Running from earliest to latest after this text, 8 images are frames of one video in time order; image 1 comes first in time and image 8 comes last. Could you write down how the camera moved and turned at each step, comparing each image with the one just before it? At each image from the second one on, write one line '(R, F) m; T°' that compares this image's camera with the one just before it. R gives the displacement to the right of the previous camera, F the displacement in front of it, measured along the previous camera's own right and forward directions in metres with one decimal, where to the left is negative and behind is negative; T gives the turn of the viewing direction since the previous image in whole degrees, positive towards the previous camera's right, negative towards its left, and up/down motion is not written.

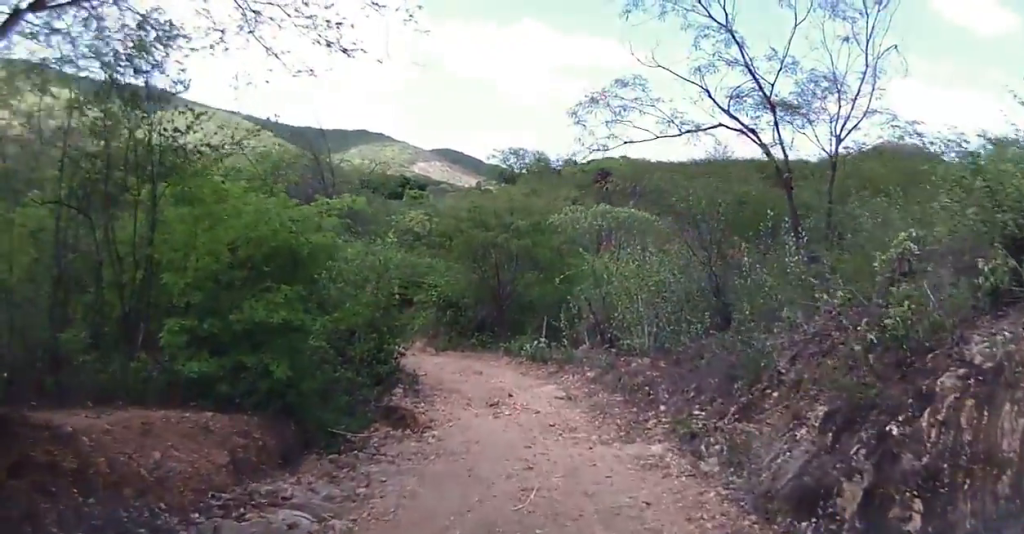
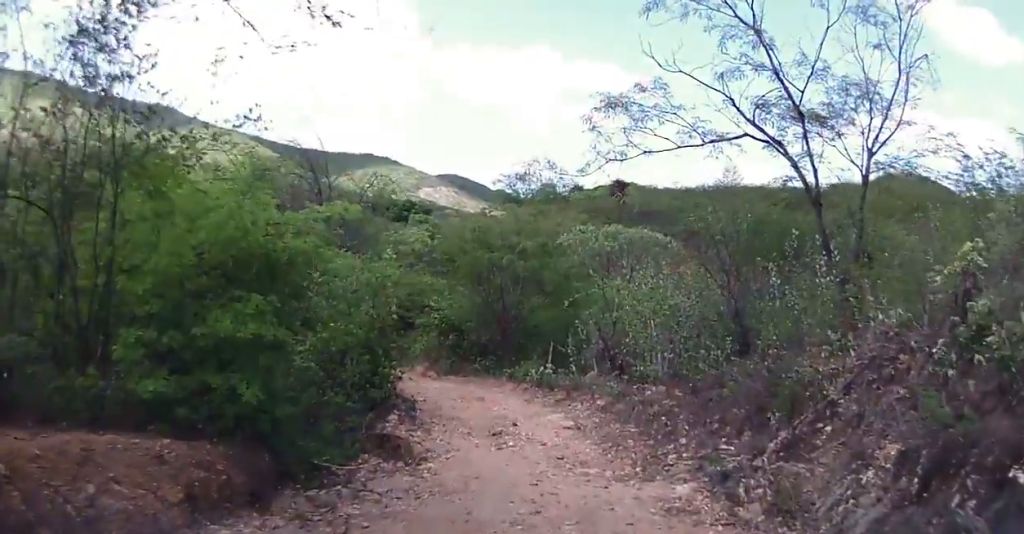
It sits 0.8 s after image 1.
(0.0, +1.0) m; 0°
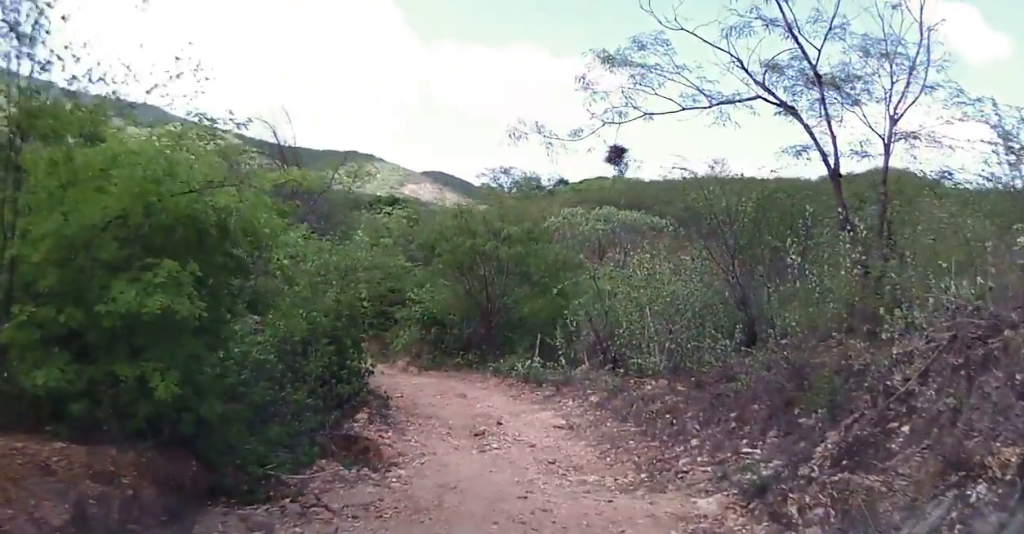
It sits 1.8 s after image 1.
(-0.1, +1.3) m; 0°
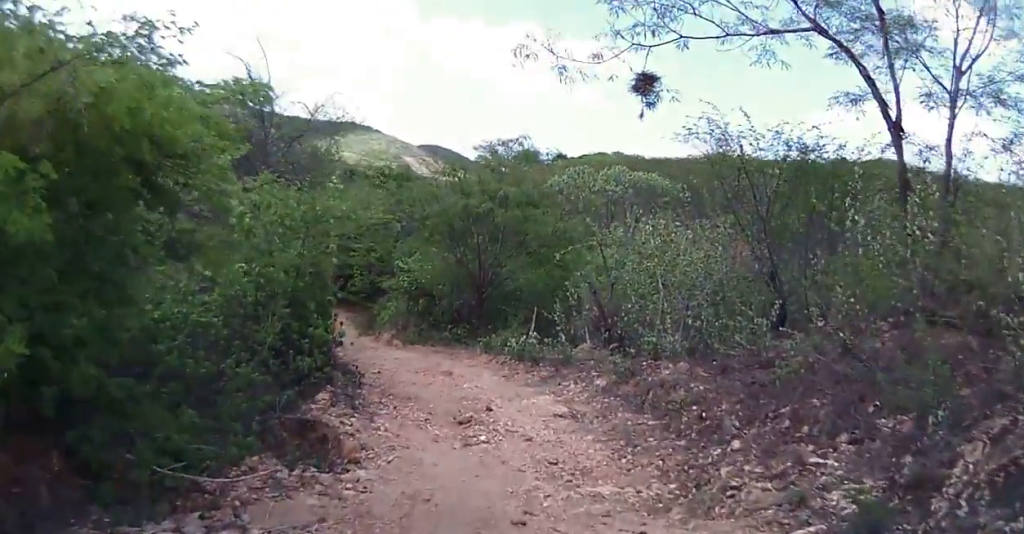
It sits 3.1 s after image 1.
(+0.3, +1.6) m; 0°
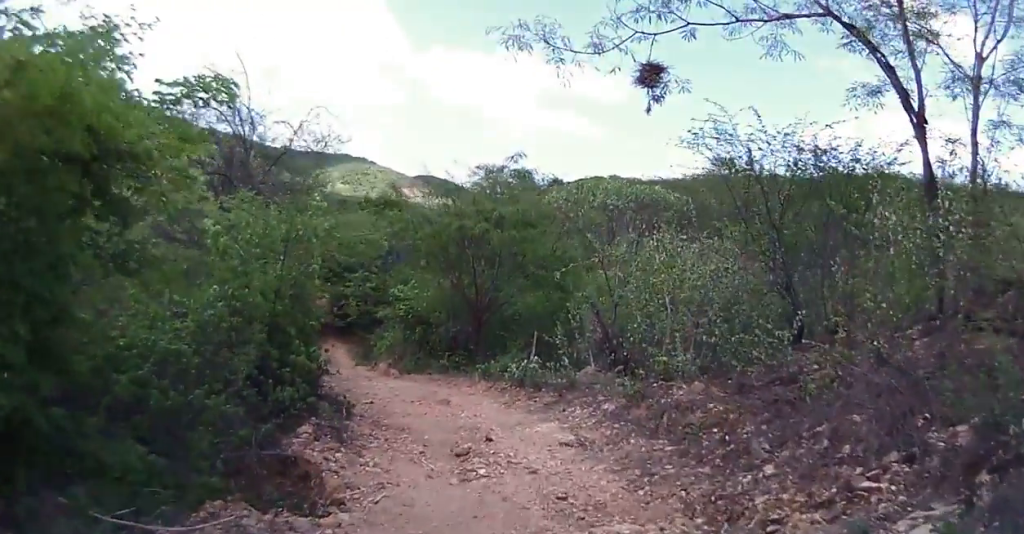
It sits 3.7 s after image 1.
(+0.1, +0.8) m; -1°
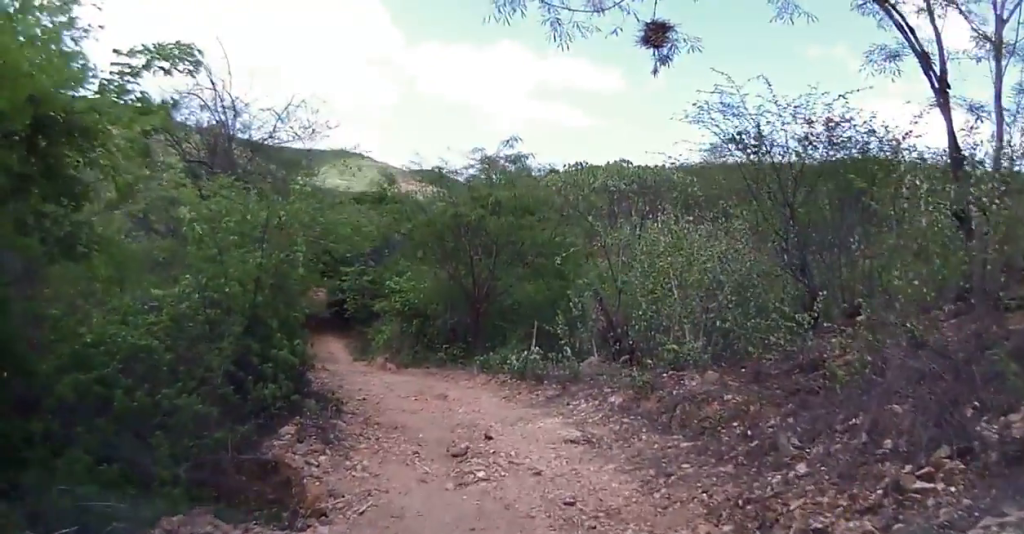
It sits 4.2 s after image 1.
(+0.1, +0.6) m; -1°
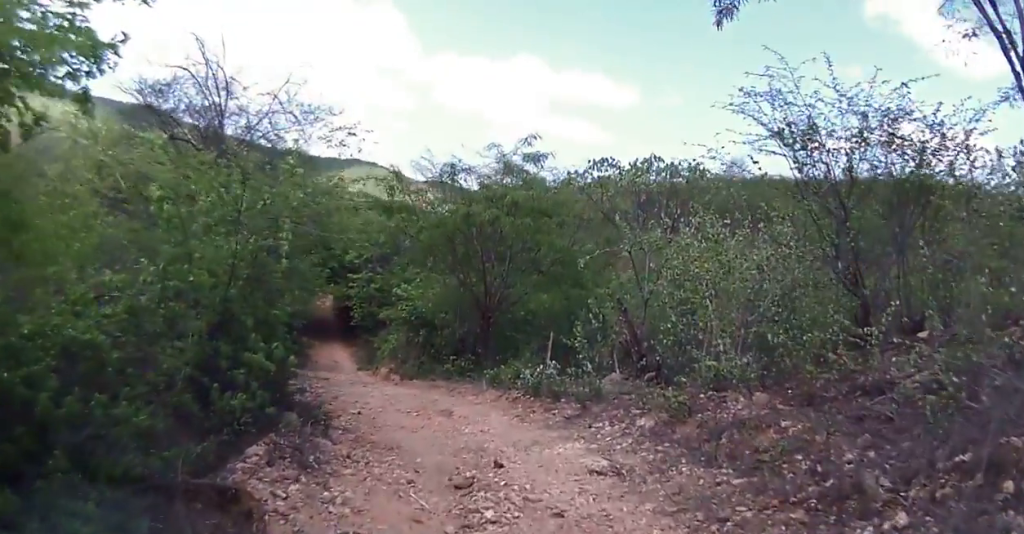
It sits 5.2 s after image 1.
(-0.1, +1.5) m; +4°
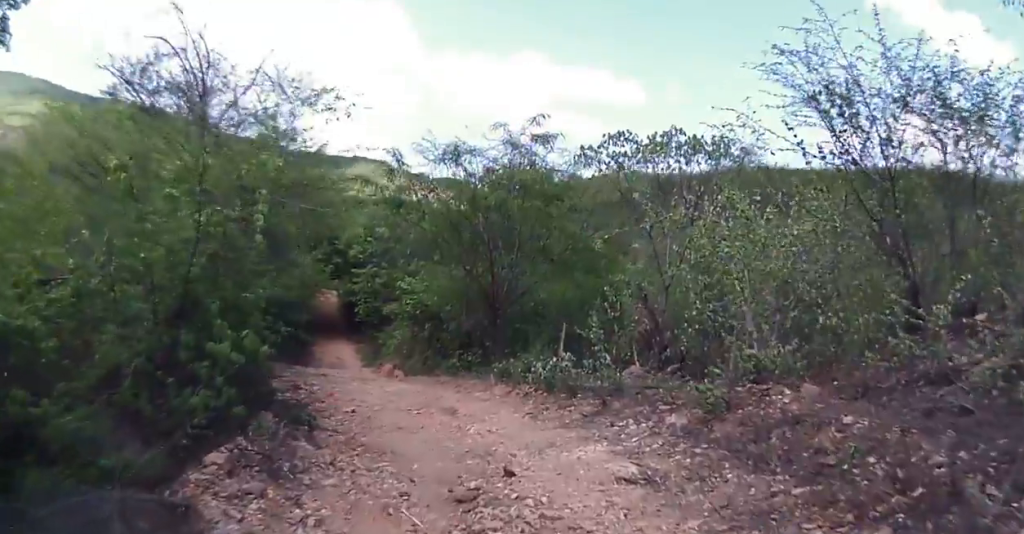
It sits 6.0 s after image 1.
(+0.2, +1.2) m; +5°
